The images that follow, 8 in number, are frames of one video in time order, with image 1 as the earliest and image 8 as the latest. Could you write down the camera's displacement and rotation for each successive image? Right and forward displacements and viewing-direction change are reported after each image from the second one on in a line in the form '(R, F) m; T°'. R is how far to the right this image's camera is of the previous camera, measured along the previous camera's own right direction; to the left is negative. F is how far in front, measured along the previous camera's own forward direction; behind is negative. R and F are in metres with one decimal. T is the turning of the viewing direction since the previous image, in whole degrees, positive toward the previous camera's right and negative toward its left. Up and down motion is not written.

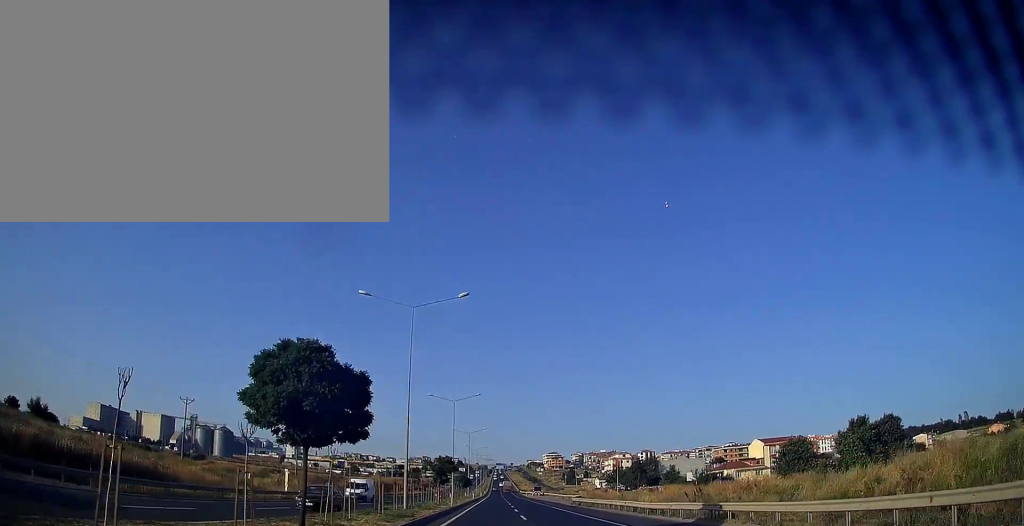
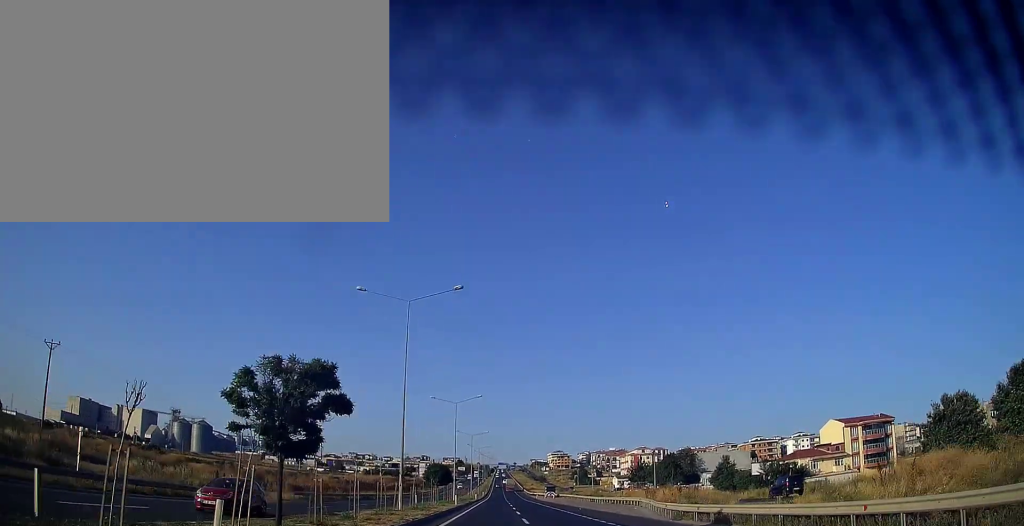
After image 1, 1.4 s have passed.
(0.0, +38.1) m; 0°
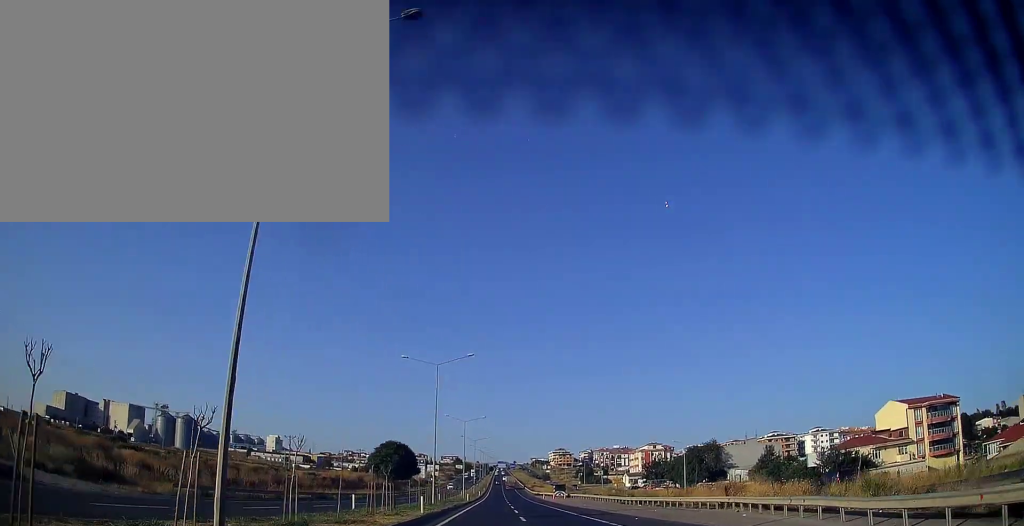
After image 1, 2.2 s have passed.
(-0.2, +22.0) m; 0°
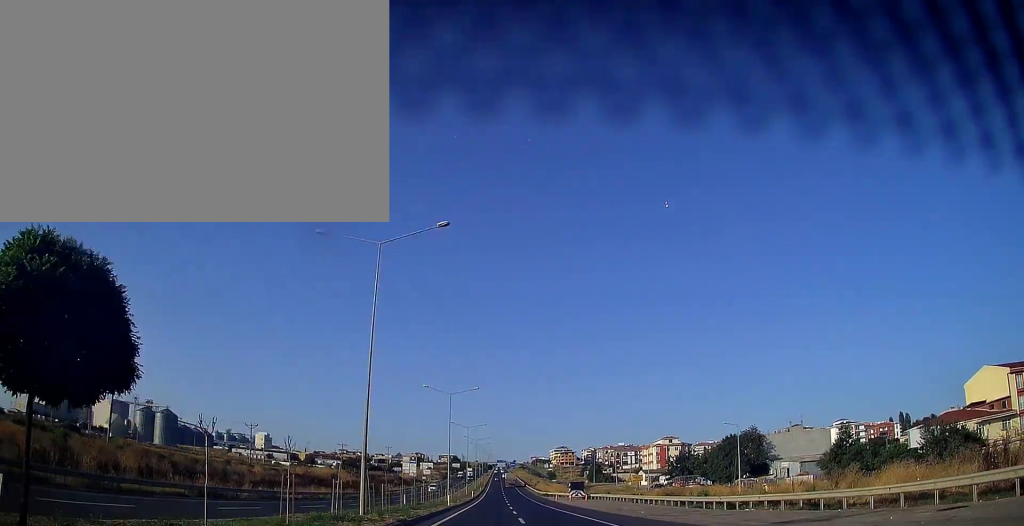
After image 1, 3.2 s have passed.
(+0.1, +27.1) m; 0°
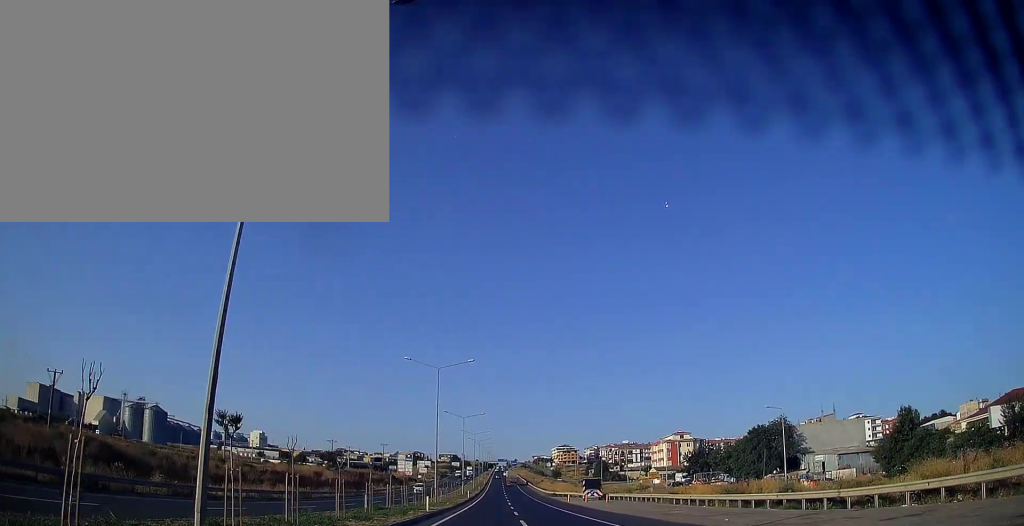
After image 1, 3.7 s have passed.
(0.0, +14.1) m; 0°
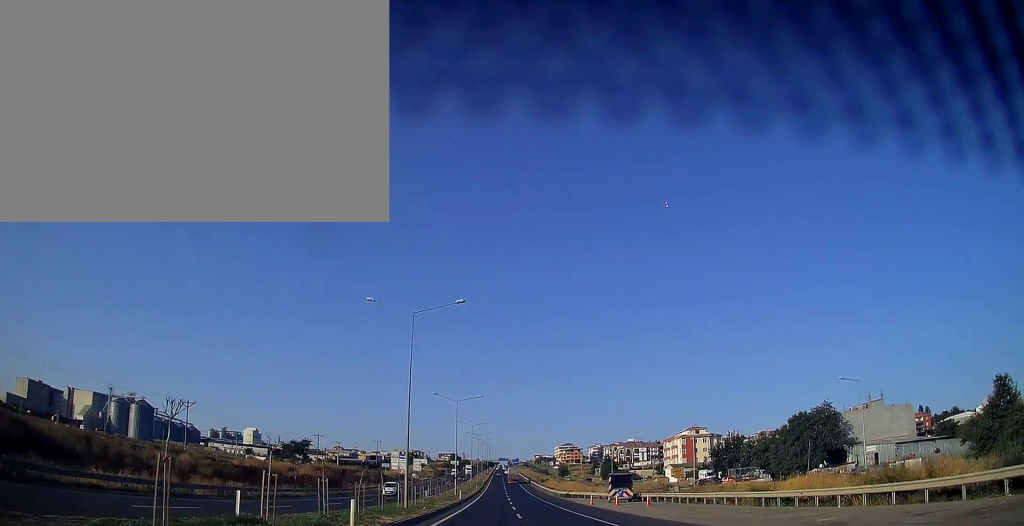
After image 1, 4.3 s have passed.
(-0.1, +17.0) m; 0°
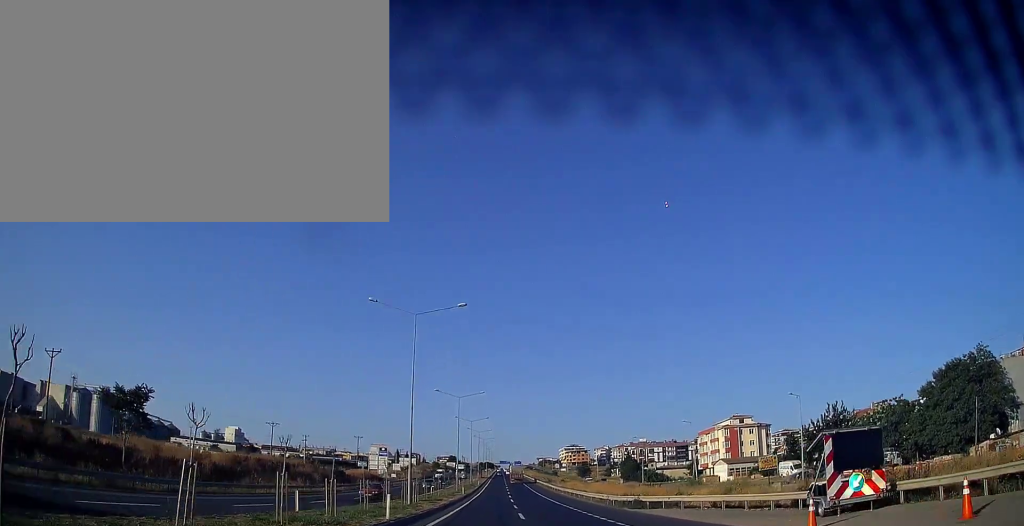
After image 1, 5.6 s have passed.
(+0.2, +38.9) m; 0°
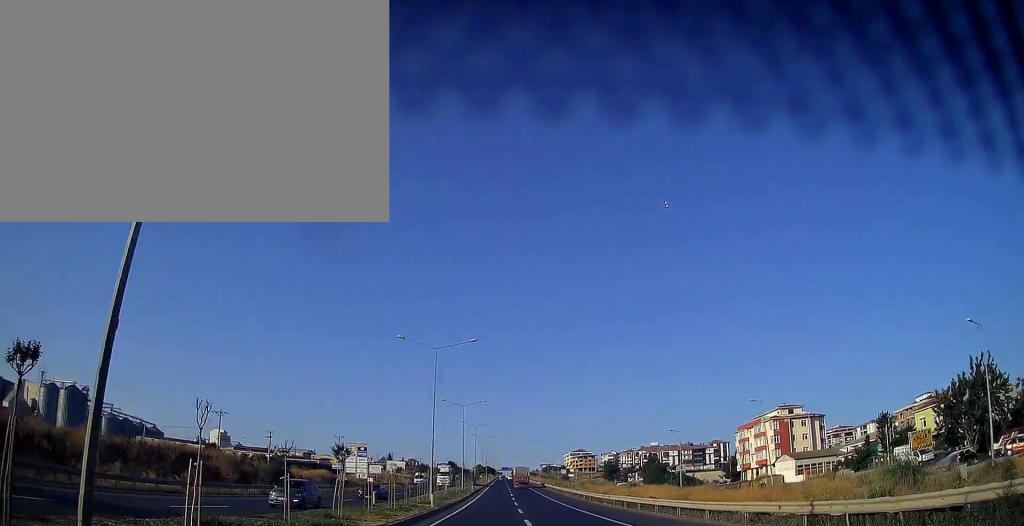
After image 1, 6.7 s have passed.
(-0.1, +29.8) m; -1°
